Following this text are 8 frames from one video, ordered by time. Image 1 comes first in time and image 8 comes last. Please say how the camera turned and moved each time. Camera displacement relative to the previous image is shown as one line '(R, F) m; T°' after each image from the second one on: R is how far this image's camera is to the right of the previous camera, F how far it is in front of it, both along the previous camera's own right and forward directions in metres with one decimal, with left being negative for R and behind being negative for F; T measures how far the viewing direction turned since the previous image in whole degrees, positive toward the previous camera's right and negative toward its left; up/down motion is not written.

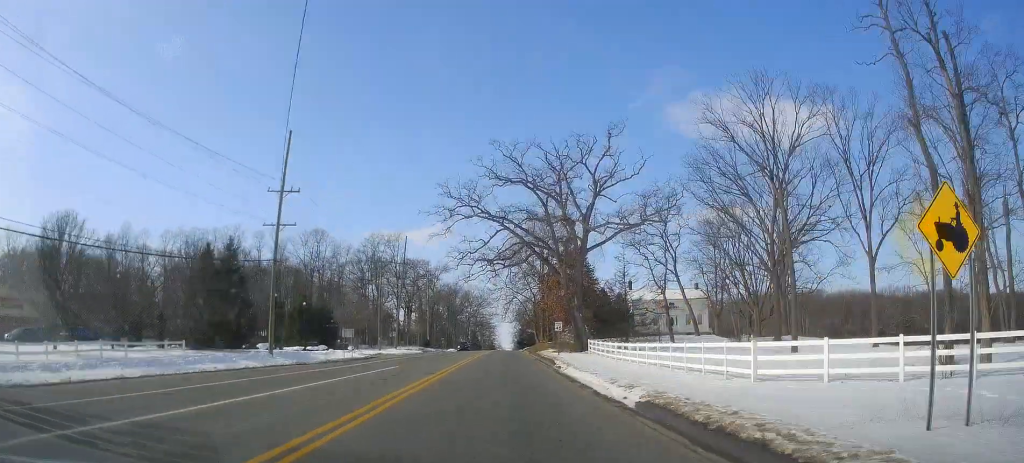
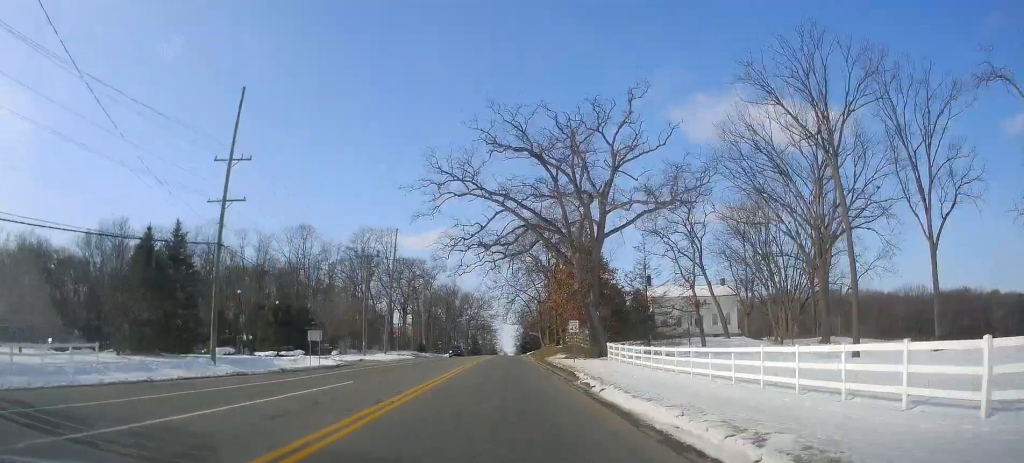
(-0.1, +9.8) m; +1°
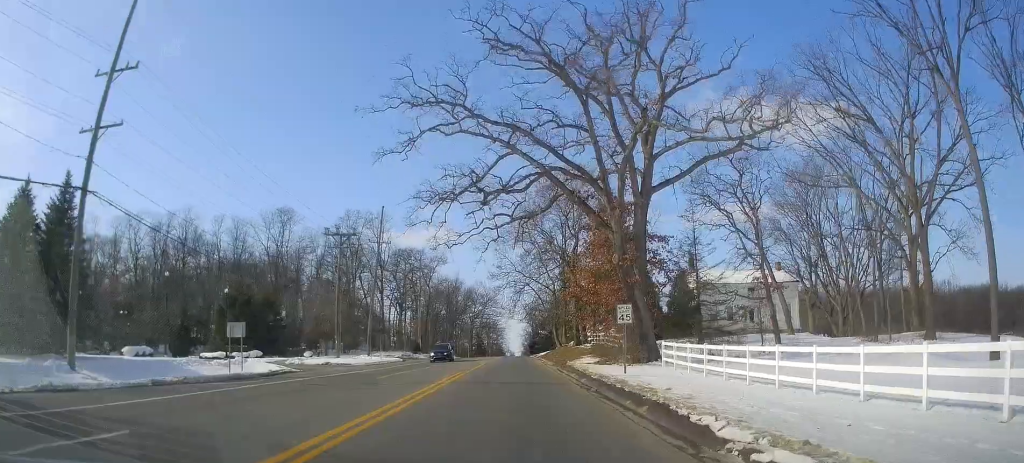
(+0.4, +14.3) m; 0°
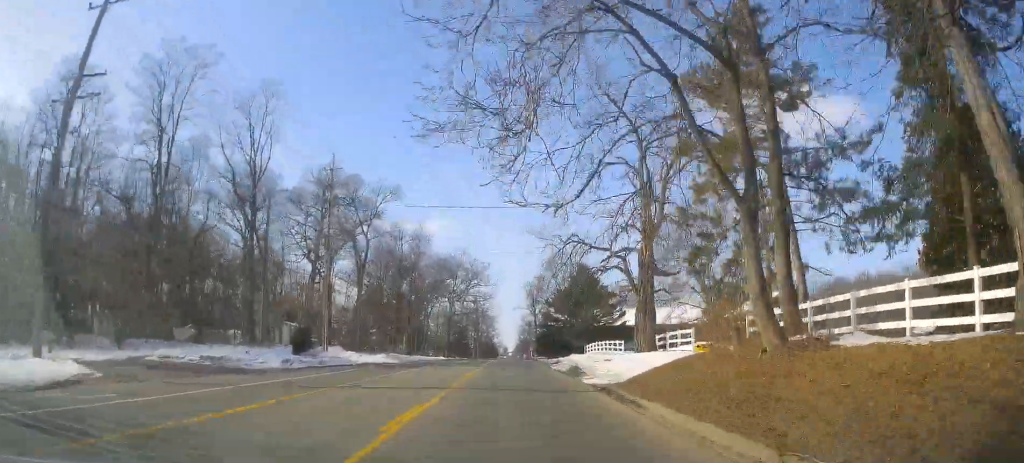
(-0.6, +55.0) m; -1°
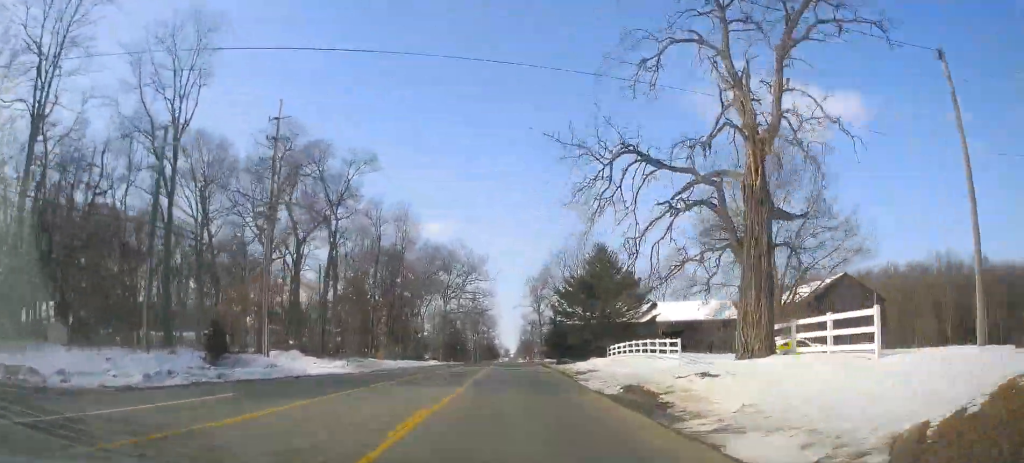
(-0.1, +14.6) m; -1°
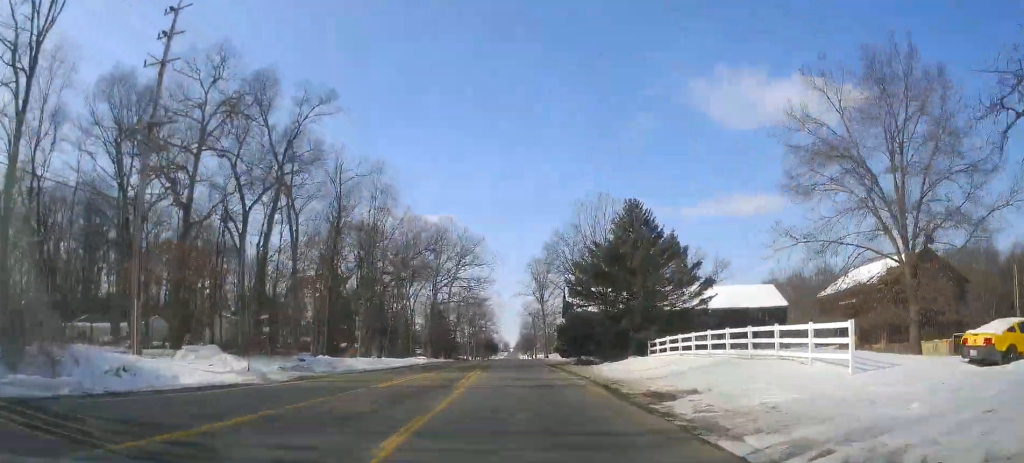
(-0.5, +16.2) m; 0°
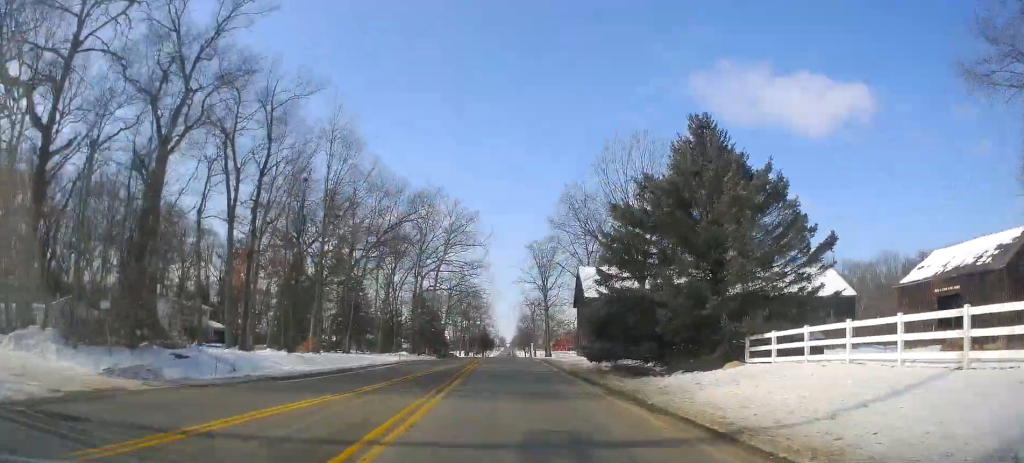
(+0.8, +16.4) m; +1°
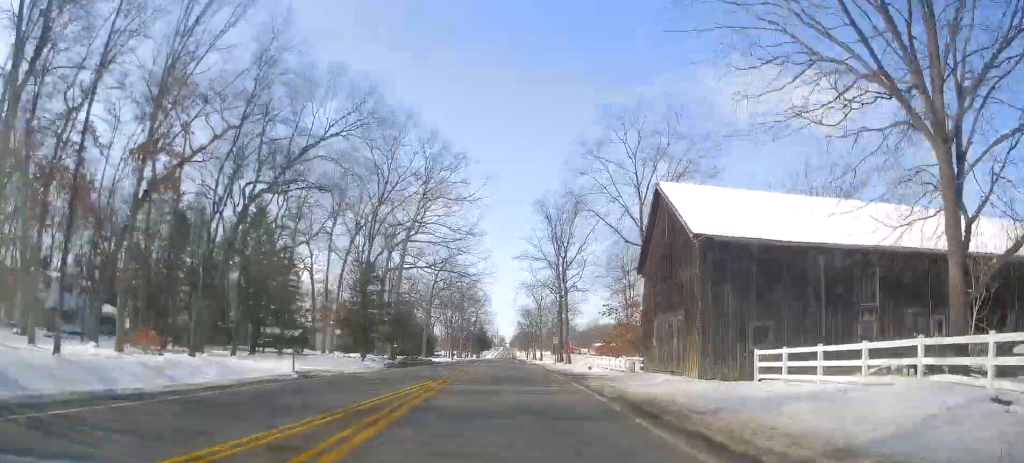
(-0.7, +29.5) m; -1°
